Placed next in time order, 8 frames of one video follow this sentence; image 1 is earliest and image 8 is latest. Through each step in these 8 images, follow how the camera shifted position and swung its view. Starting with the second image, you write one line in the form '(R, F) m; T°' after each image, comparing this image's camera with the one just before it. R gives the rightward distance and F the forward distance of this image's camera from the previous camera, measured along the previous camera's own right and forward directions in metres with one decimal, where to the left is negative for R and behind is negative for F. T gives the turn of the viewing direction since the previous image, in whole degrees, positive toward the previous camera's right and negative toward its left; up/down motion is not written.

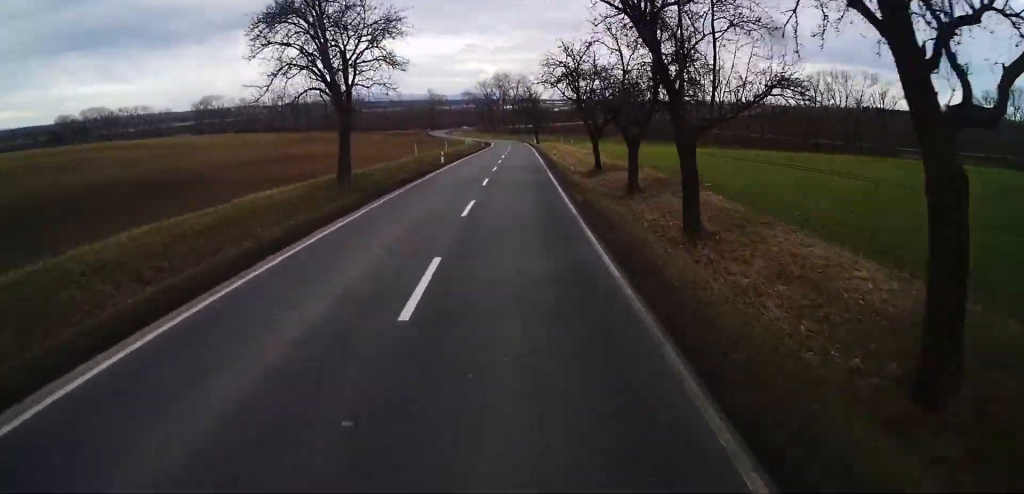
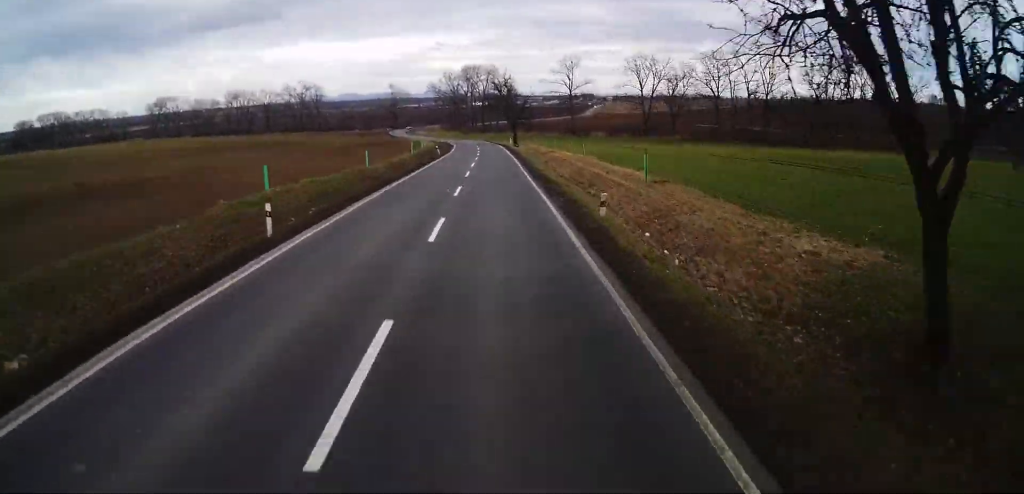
(+2.2, +29.9) m; +7°
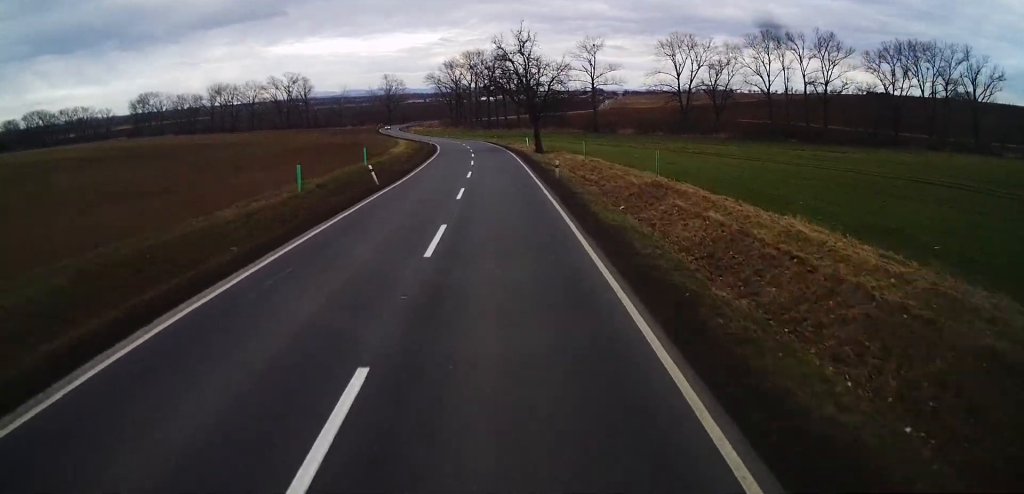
(+0.2, +36.2) m; 0°
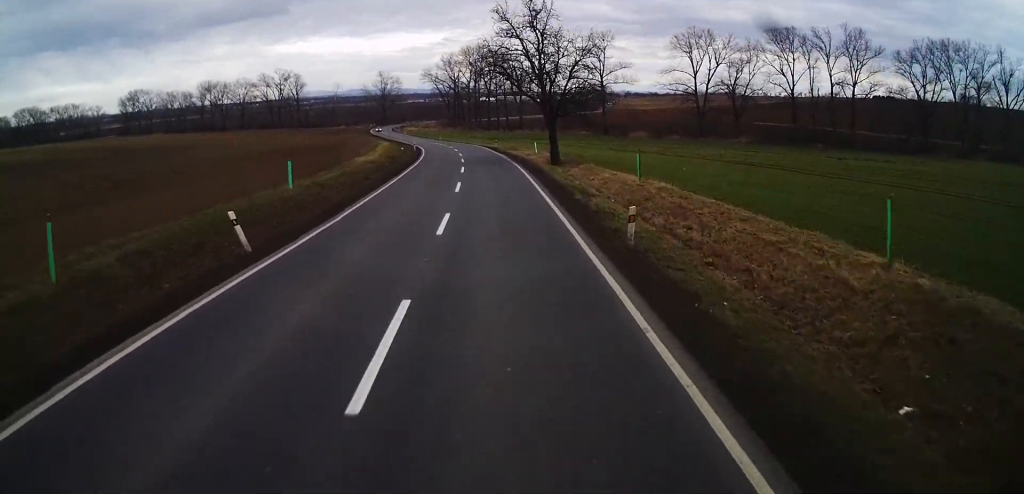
(-0.1, +14.7) m; -2°
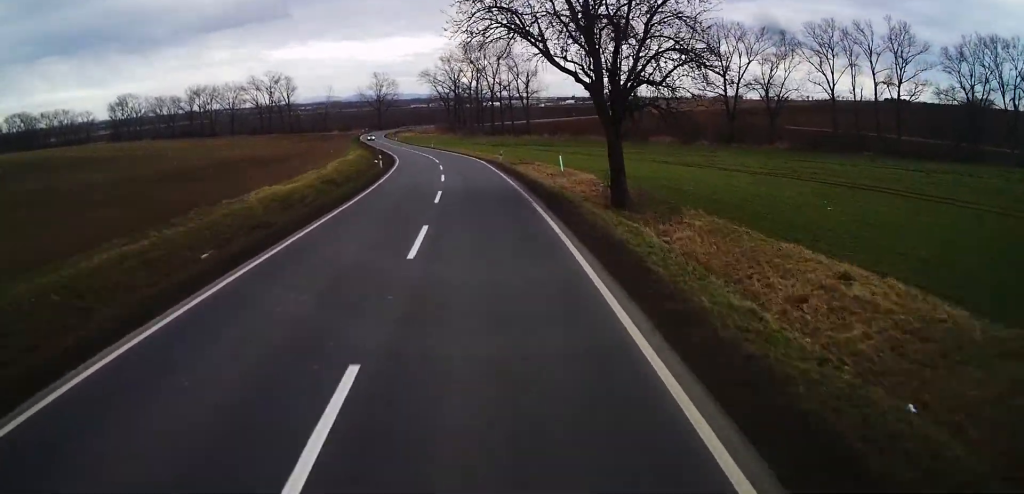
(-0.5, +19.7) m; -1°
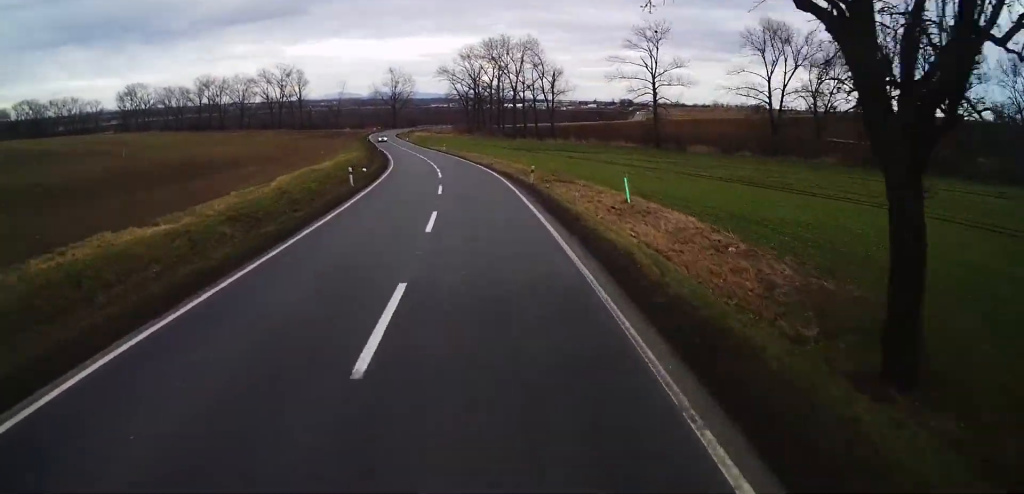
(+0.1, +14.1) m; 0°
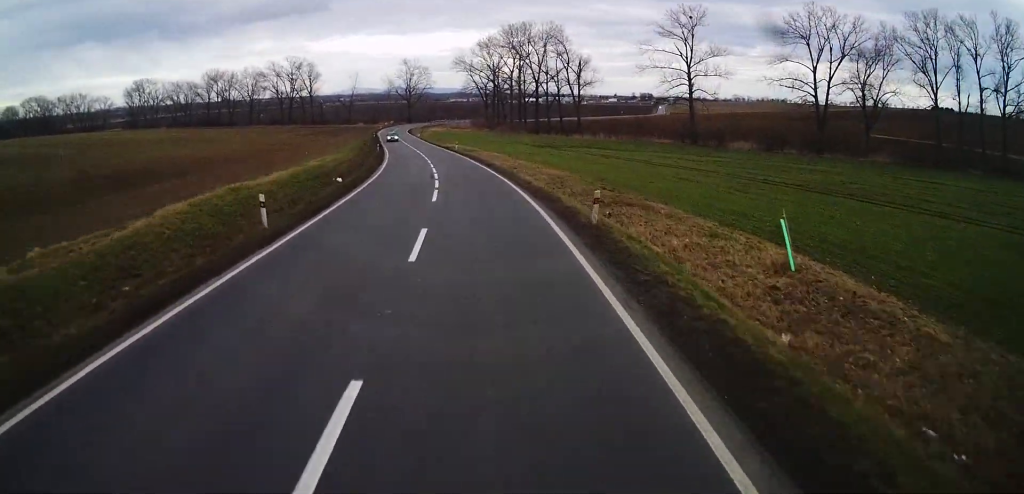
(+0.2, +12.9) m; 0°
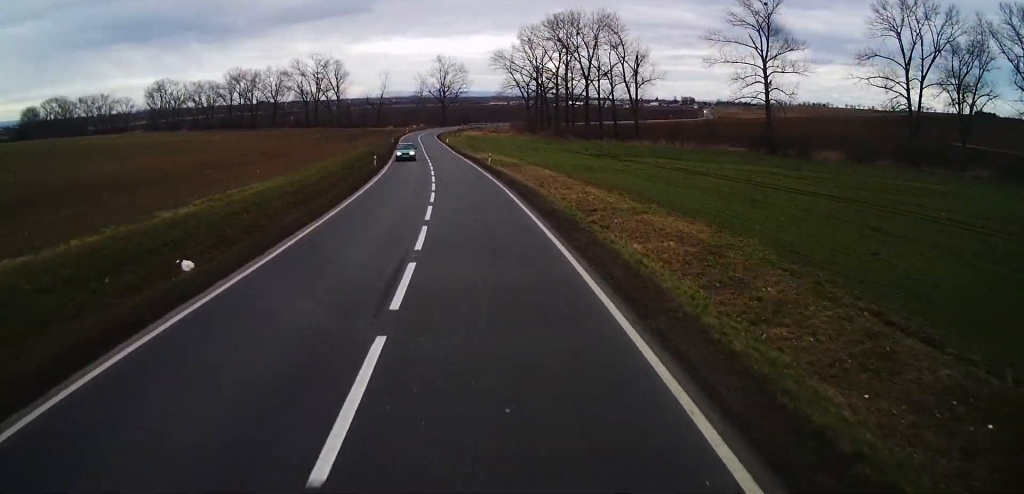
(-0.5, +20.5) m; -2°
